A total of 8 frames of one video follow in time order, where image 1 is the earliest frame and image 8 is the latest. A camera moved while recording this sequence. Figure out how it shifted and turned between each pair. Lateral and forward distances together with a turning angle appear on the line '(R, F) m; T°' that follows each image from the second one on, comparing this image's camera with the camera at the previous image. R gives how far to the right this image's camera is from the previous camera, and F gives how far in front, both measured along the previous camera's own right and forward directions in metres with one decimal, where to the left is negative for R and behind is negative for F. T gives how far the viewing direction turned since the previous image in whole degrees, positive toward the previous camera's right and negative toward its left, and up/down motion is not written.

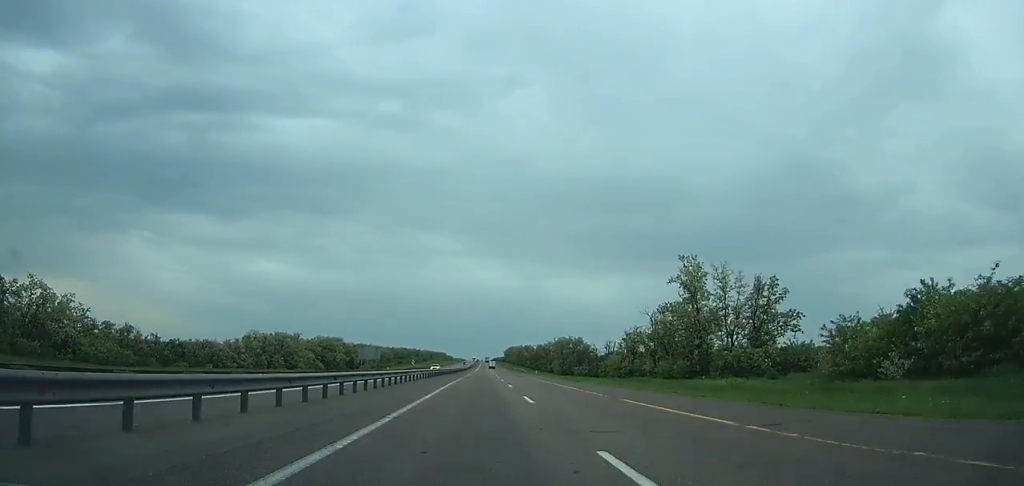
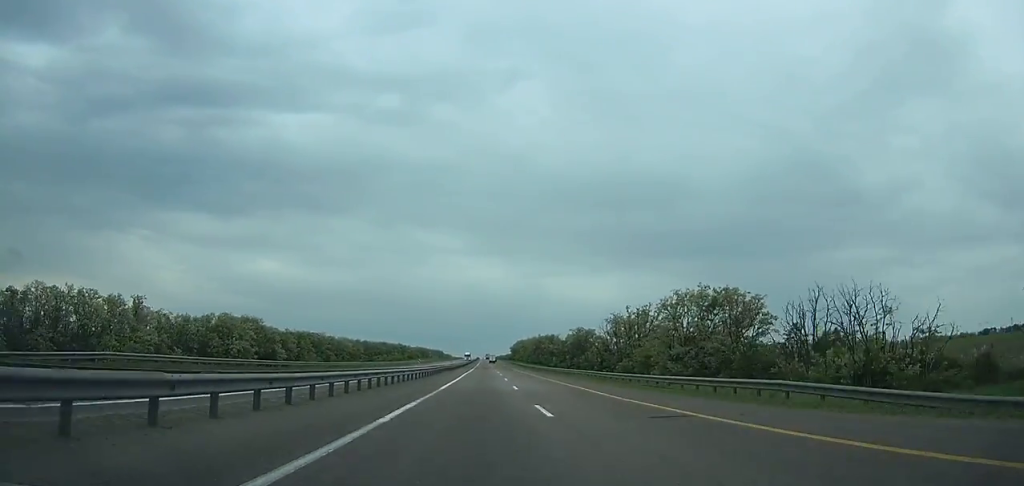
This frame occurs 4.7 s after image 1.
(+0.4, +116.1) m; 0°
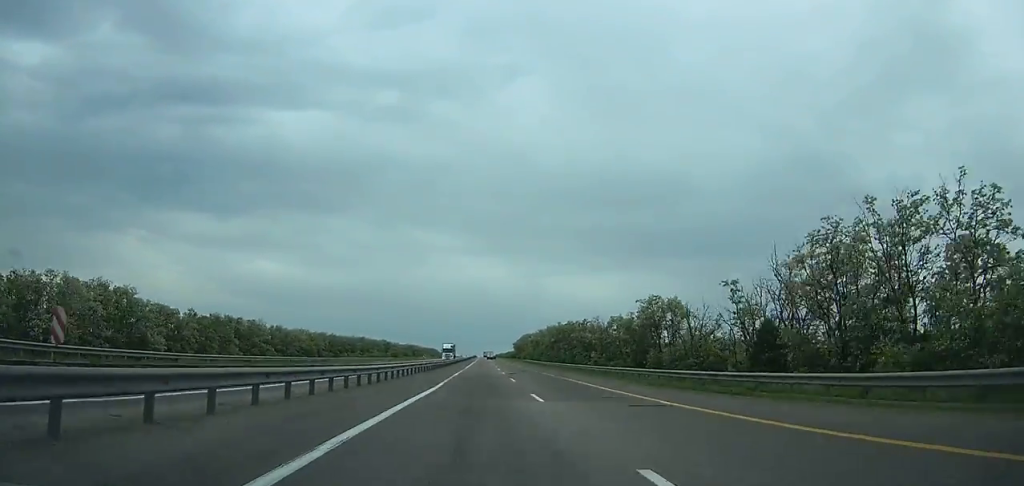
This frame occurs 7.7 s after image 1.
(-0.1, +75.8) m; 0°
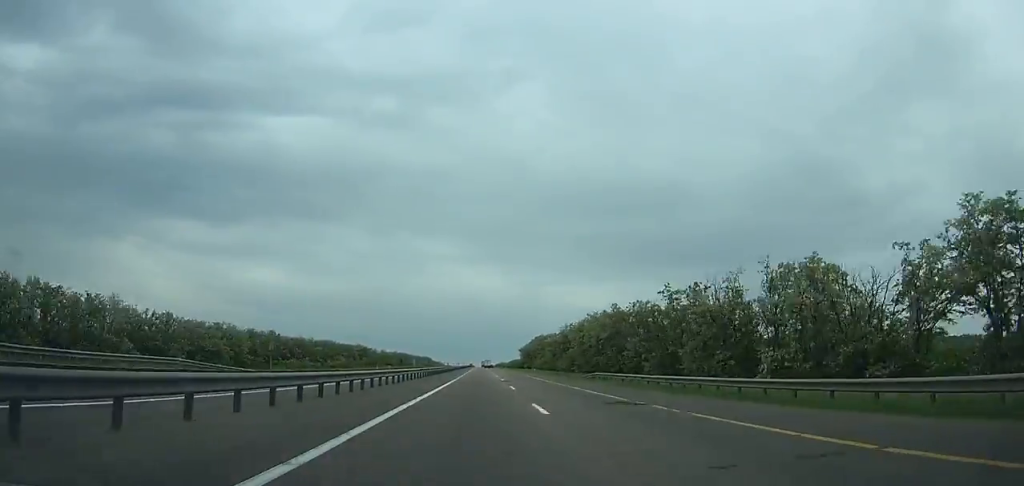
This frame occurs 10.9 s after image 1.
(-0.2, +81.6) m; 0°
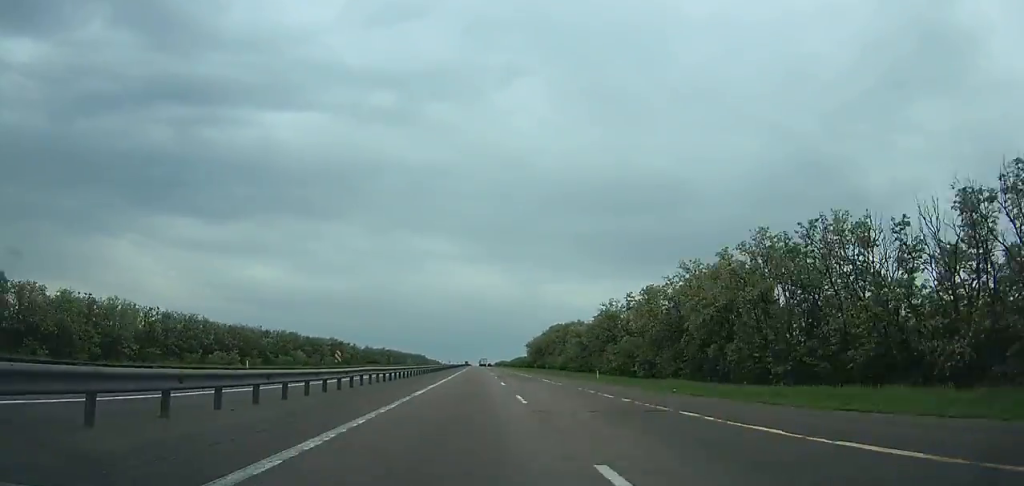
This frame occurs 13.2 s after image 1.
(+0.2, +58.7) m; 0°
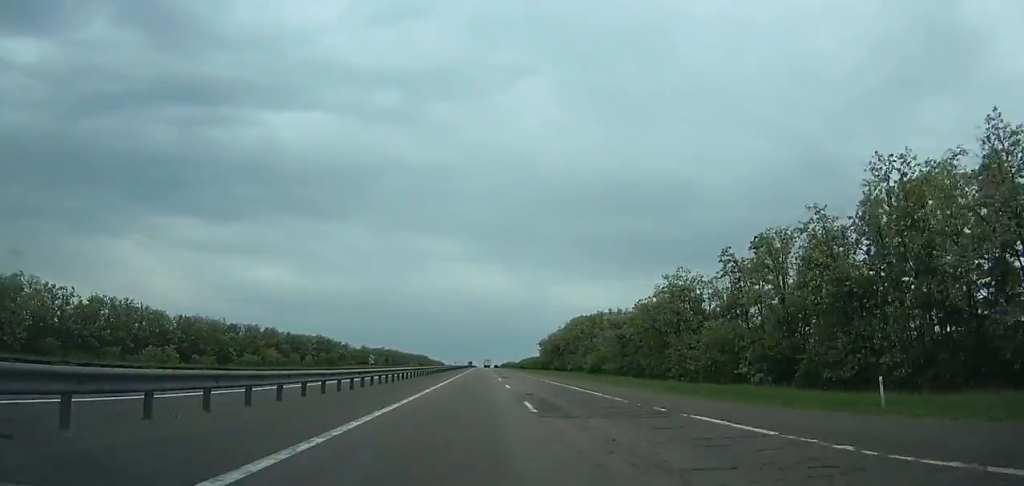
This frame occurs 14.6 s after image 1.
(0.0, +35.5) m; 0°
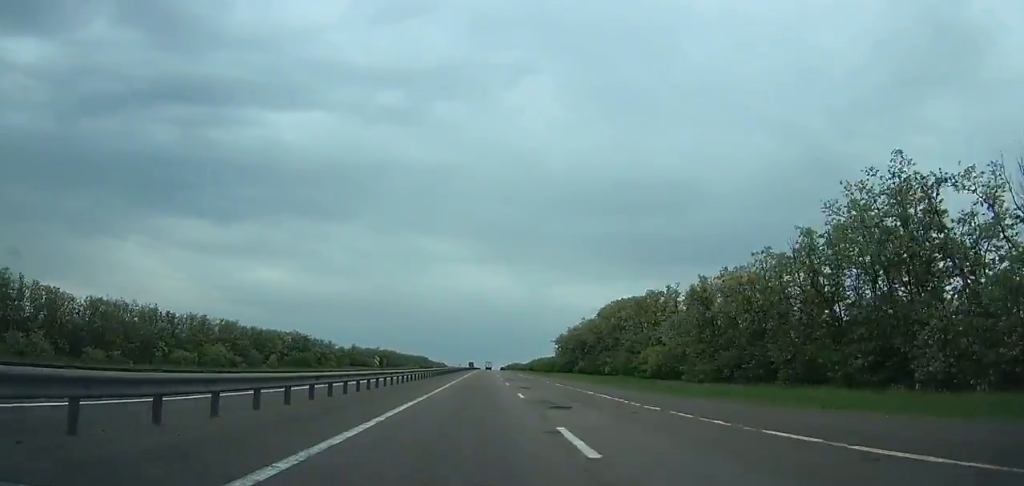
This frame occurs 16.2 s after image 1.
(0.0, +40.6) m; 0°
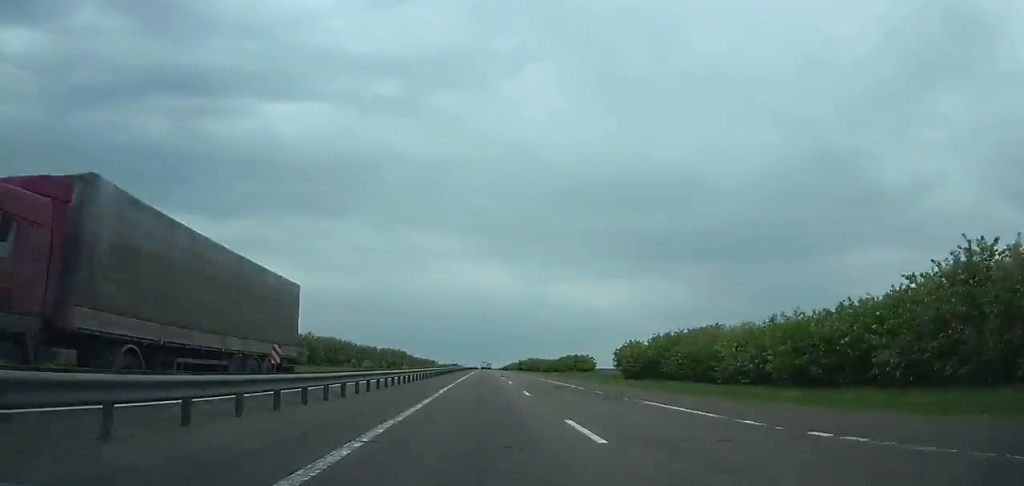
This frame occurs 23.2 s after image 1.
(-0.6, +174.9) m; 0°
